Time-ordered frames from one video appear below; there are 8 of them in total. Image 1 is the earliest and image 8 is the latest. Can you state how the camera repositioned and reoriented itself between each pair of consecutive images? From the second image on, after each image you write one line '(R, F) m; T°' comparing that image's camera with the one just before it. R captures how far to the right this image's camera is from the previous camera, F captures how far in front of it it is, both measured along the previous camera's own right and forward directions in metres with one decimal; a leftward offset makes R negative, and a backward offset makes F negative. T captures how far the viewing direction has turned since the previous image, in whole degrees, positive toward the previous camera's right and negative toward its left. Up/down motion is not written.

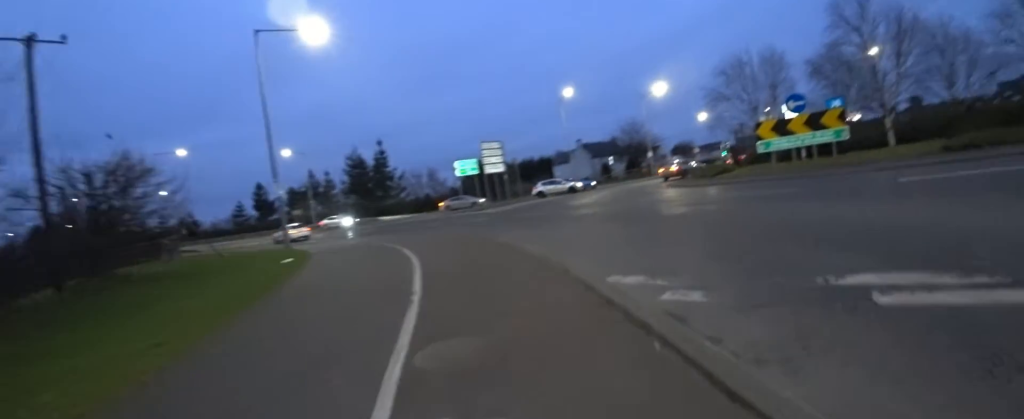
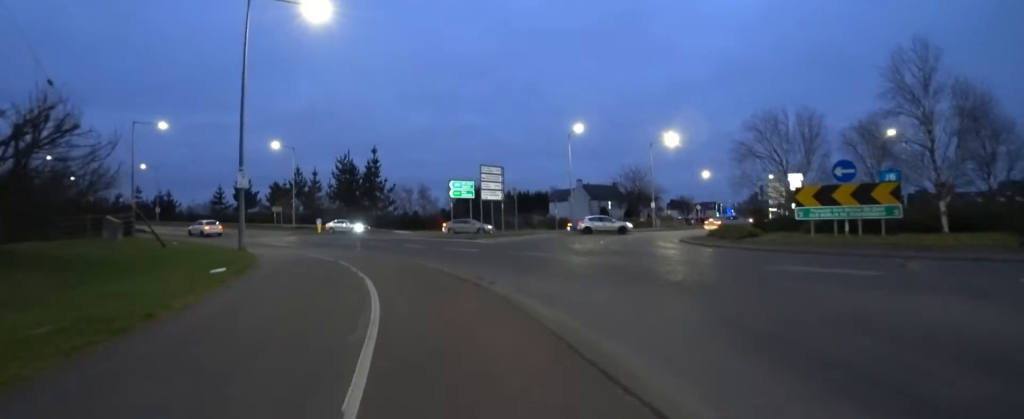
(-0.1, +3.1) m; +2°
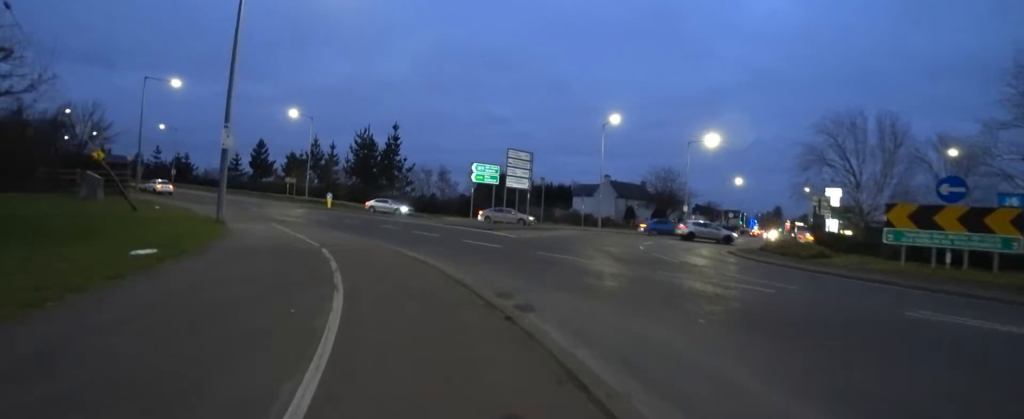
(+0.3, +3.3) m; +4°
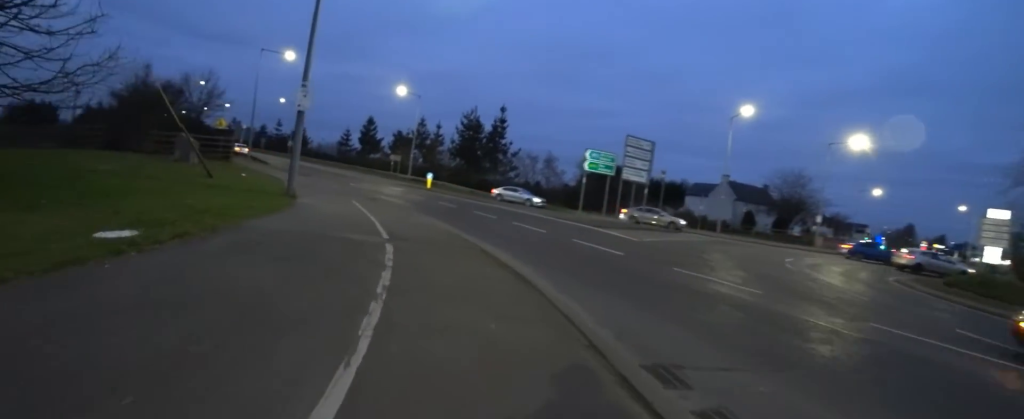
(+0.2, +3.4) m; -14°
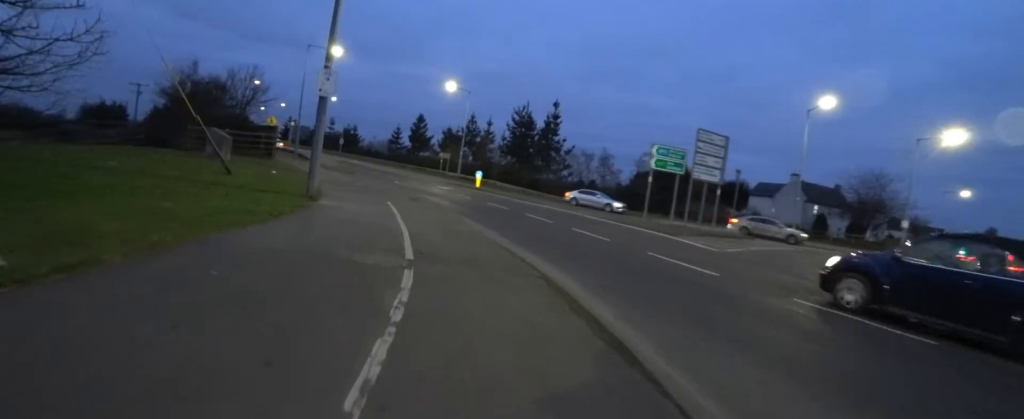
(-0.7, +2.3) m; -5°
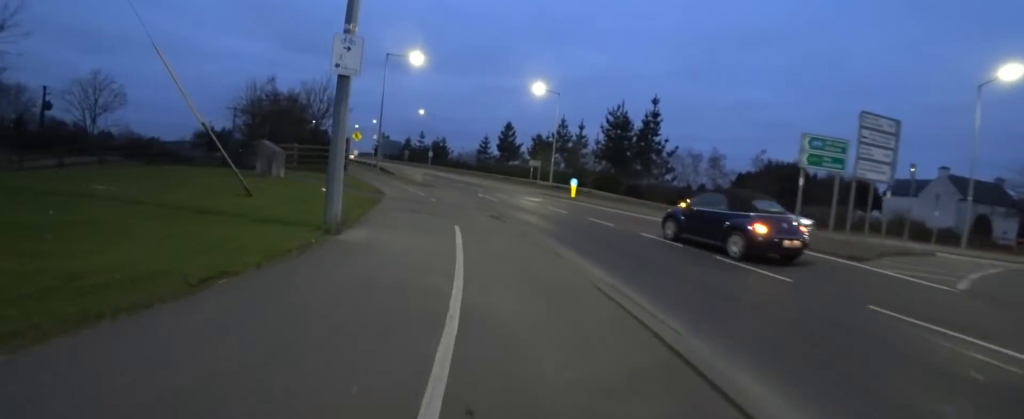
(-0.2, +4.2) m; -4°
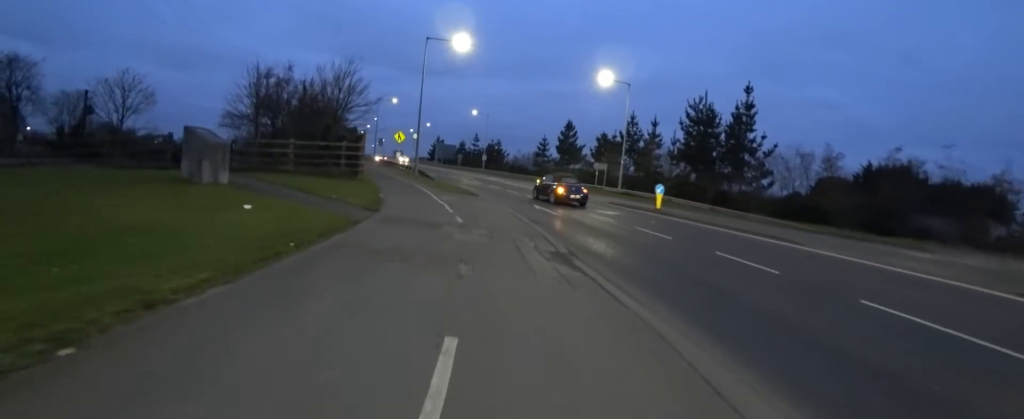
(-0.3, +6.8) m; -3°
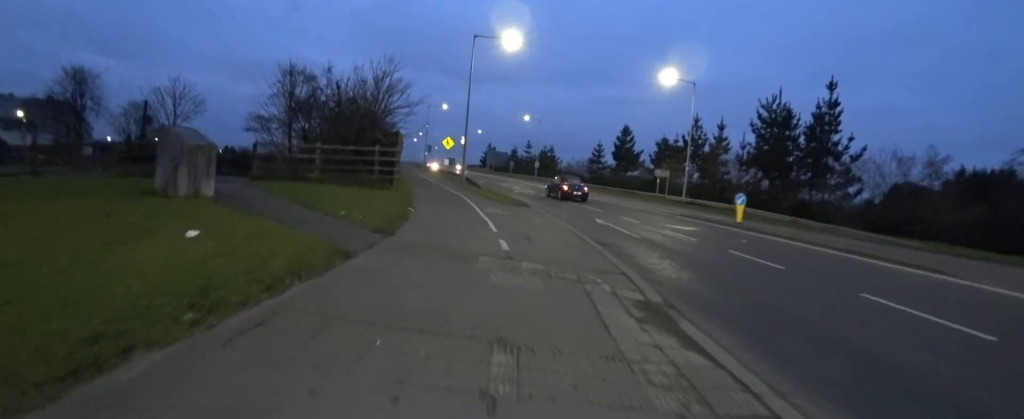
(+0.4, +2.8) m; -6°
